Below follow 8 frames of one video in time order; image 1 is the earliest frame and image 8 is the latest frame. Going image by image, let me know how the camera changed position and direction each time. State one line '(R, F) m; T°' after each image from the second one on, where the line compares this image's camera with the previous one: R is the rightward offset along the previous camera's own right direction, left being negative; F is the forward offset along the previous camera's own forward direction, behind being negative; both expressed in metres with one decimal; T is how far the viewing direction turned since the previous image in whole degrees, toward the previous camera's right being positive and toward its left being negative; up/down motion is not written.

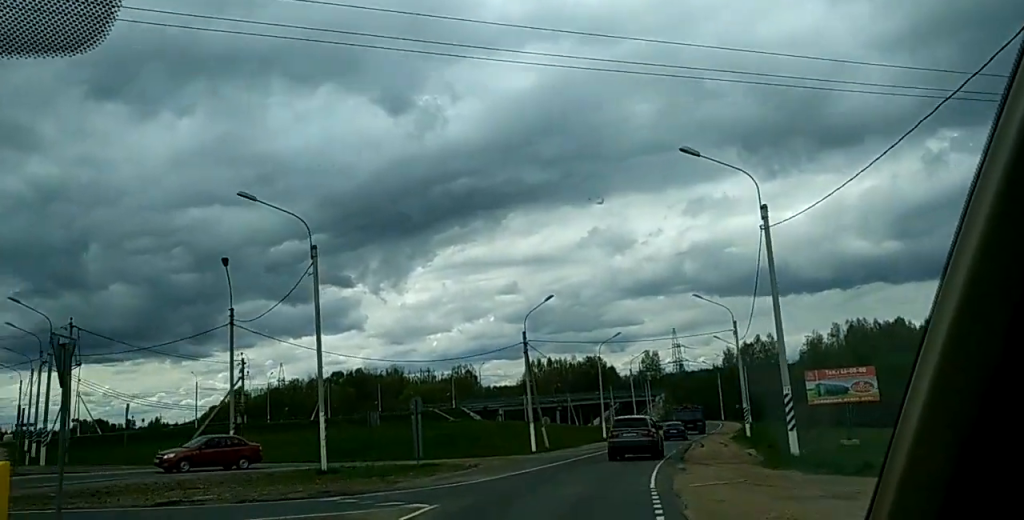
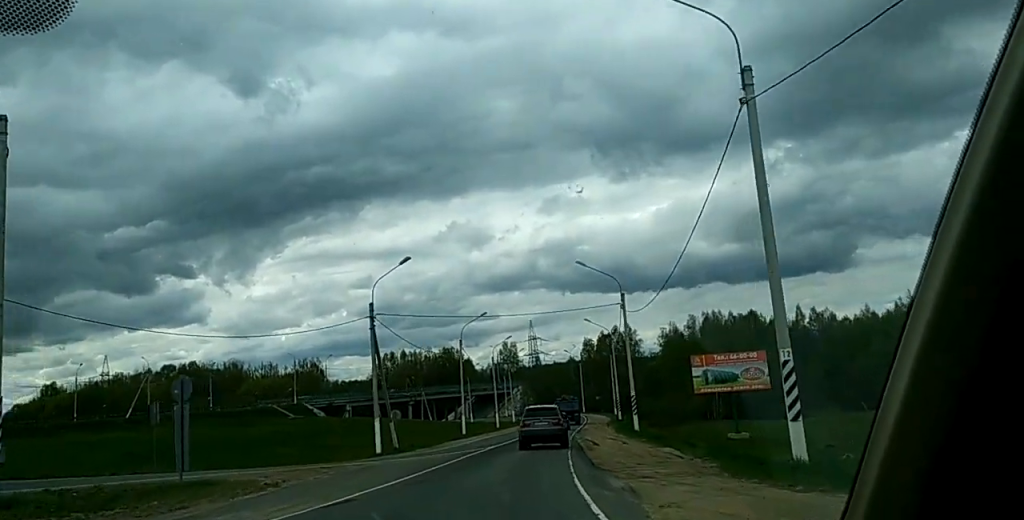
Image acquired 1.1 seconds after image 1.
(+1.4, +12.1) m; +11°
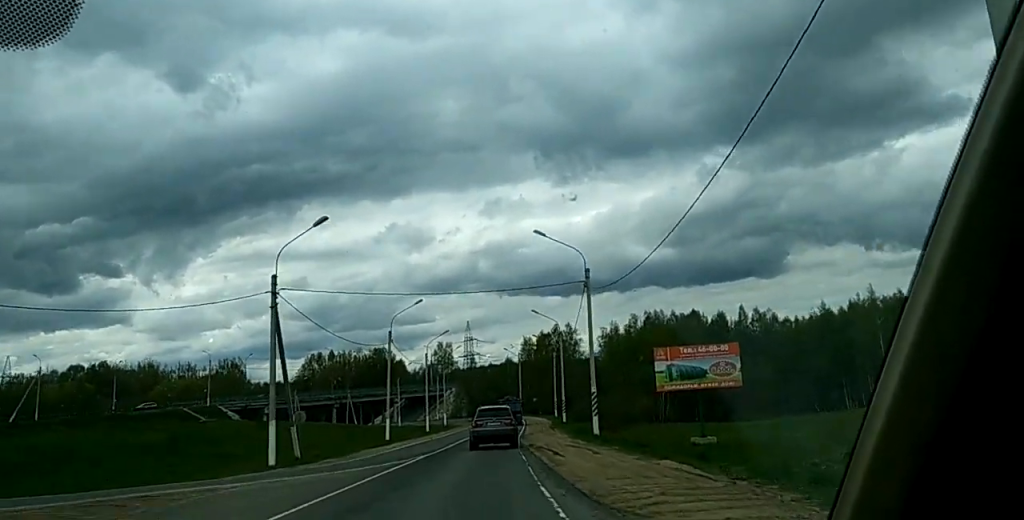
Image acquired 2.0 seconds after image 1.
(+0.8, +9.5) m; +3°
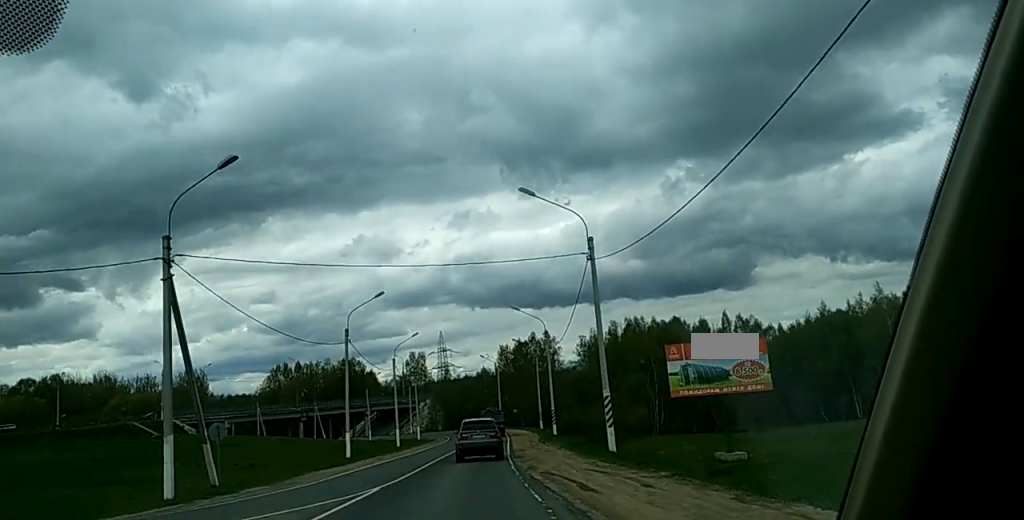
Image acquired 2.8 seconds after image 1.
(-0.3, +10.5) m; -3°
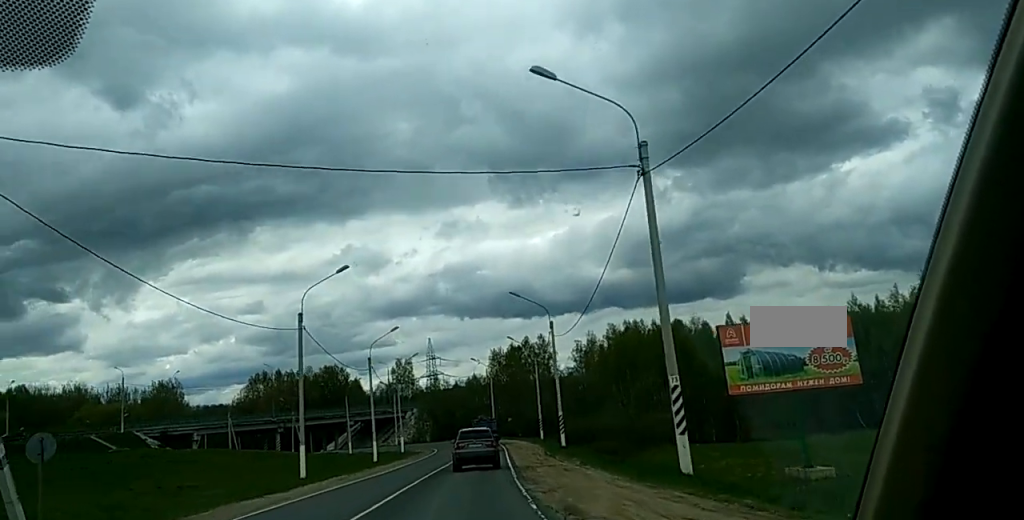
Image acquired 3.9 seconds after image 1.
(-0.2, +13.0) m; +3°
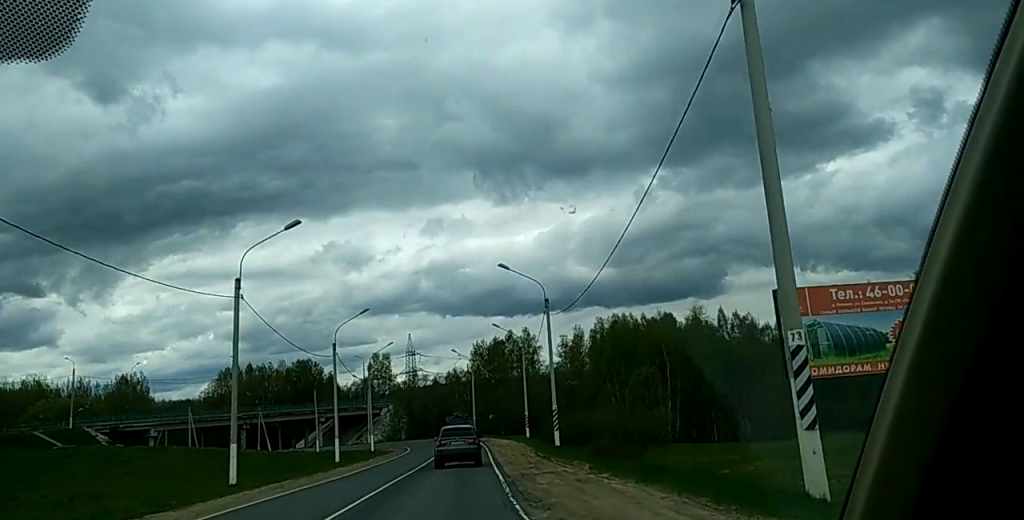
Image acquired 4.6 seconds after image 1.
(+0.7, +9.3) m; +2°
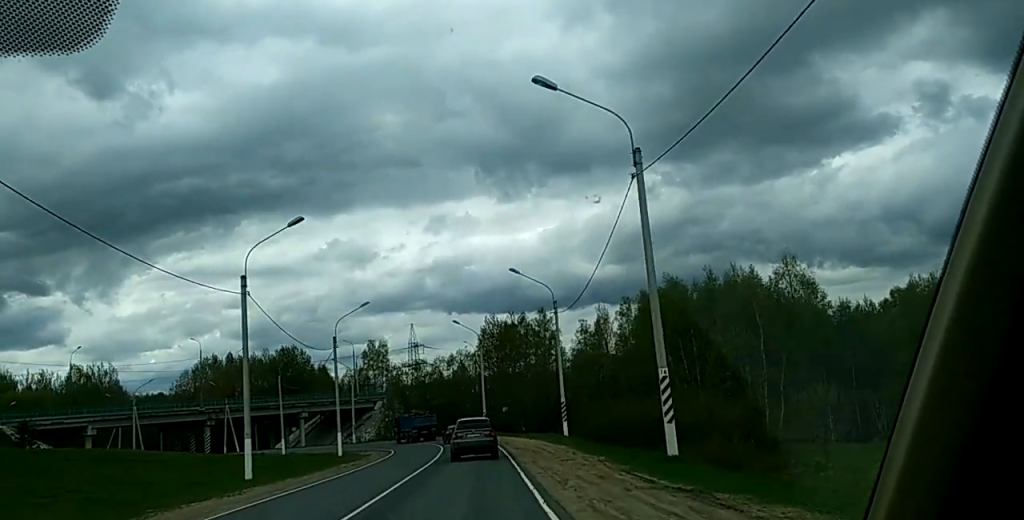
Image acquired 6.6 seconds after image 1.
(-0.1, +27.4) m; 0°
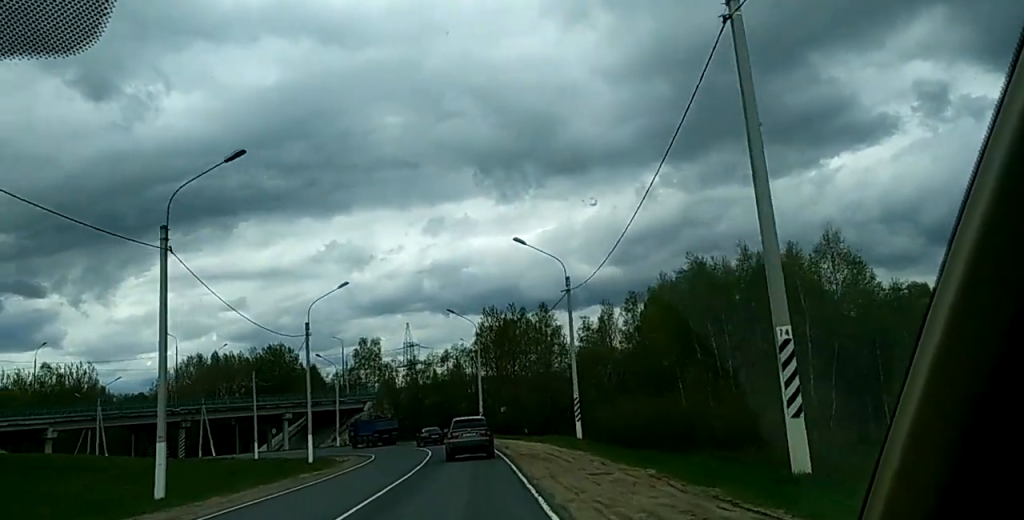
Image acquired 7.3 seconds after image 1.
(0.0, +9.4) m; 0°
